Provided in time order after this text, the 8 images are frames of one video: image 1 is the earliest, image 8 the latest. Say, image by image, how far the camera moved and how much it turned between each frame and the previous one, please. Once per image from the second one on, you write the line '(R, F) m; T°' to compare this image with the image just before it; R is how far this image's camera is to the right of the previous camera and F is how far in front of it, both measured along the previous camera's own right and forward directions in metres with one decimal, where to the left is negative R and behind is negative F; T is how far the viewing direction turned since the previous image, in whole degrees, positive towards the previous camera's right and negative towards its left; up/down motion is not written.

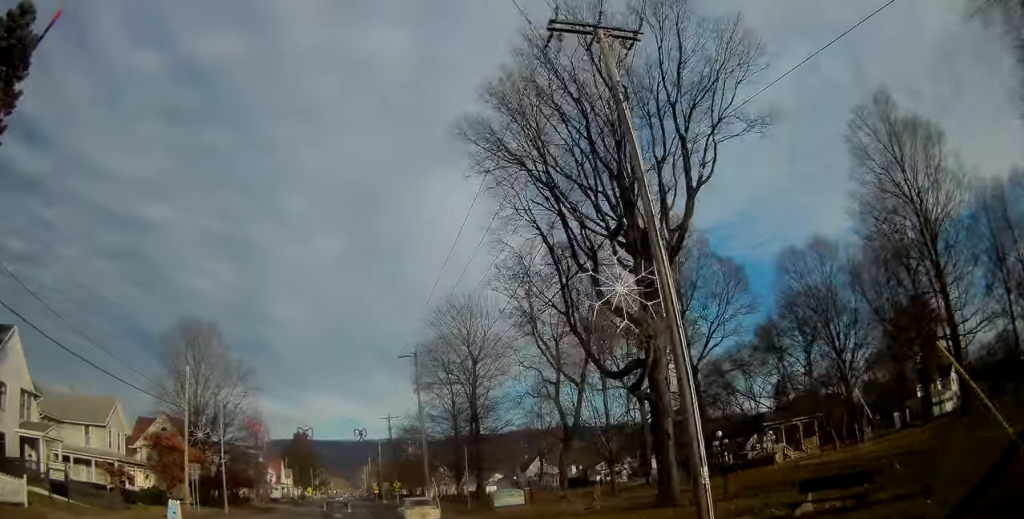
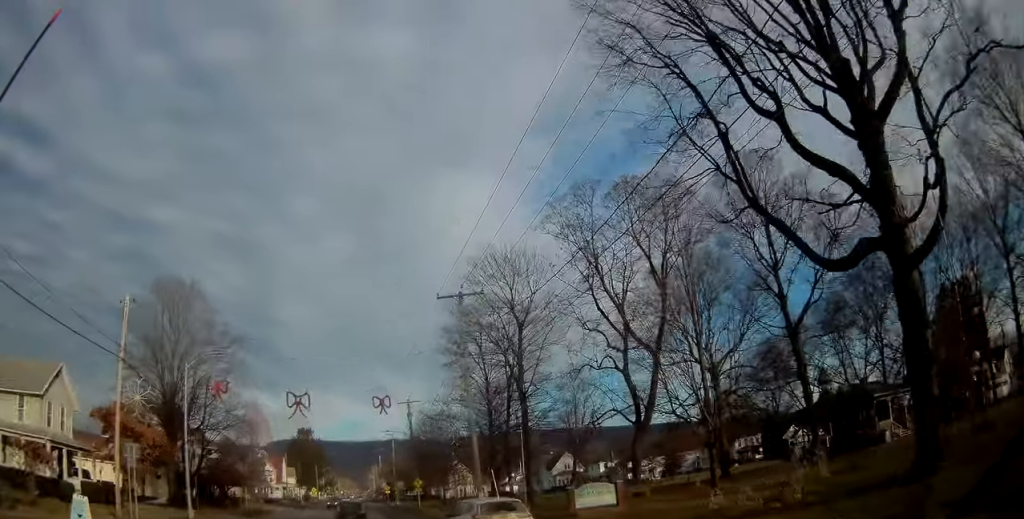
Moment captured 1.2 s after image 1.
(+0.2, +12.3) m; 0°
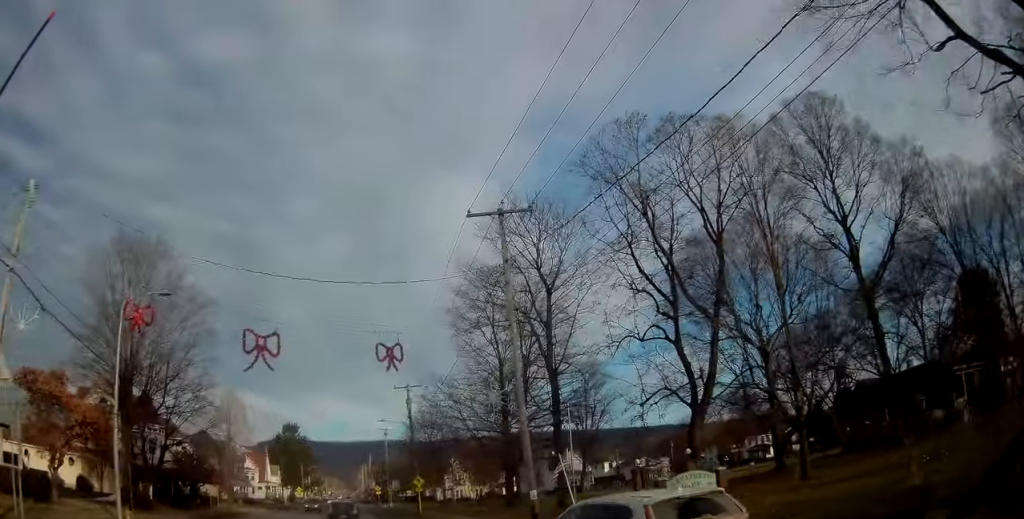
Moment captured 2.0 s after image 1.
(-0.3, +9.1) m; +2°
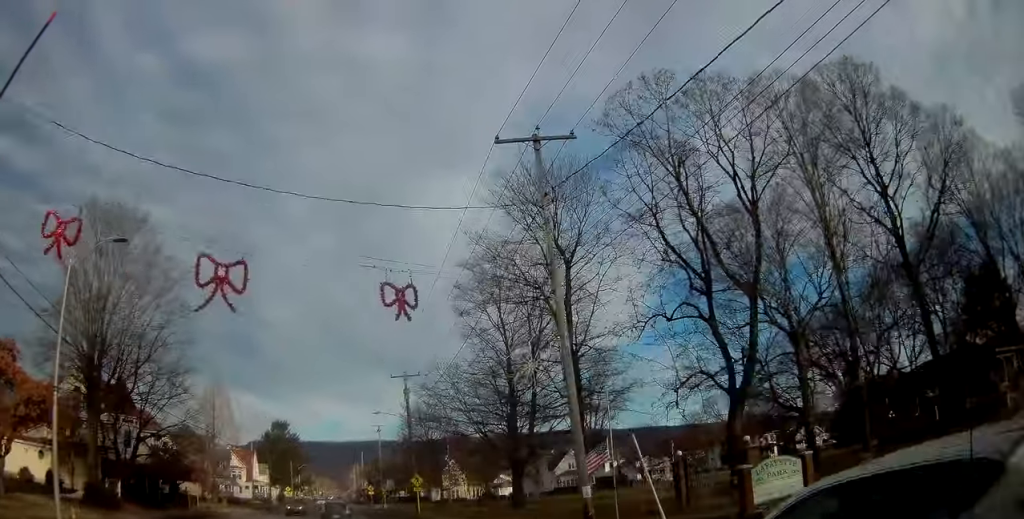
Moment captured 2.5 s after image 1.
(0.0, +4.9) m; +1°
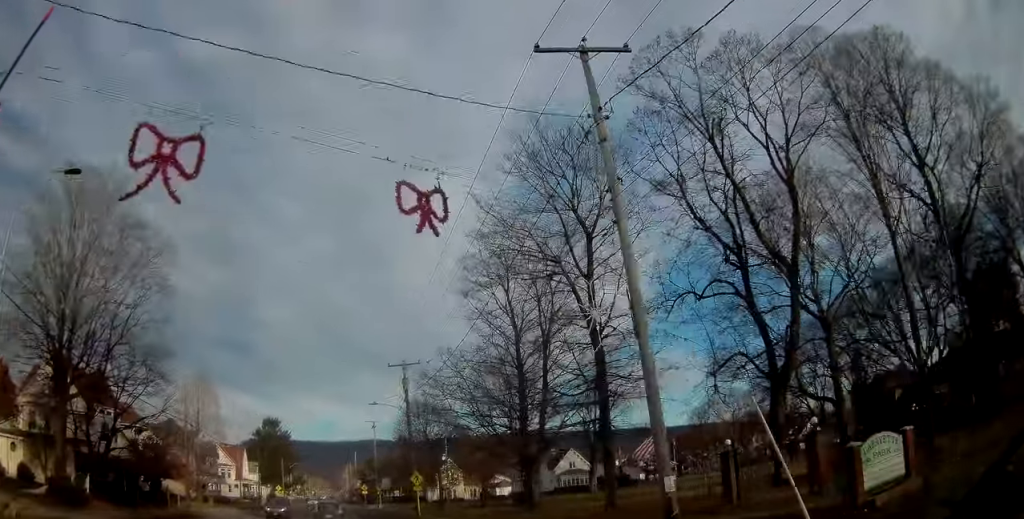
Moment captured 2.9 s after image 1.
(+0.4, +4.2) m; 0°
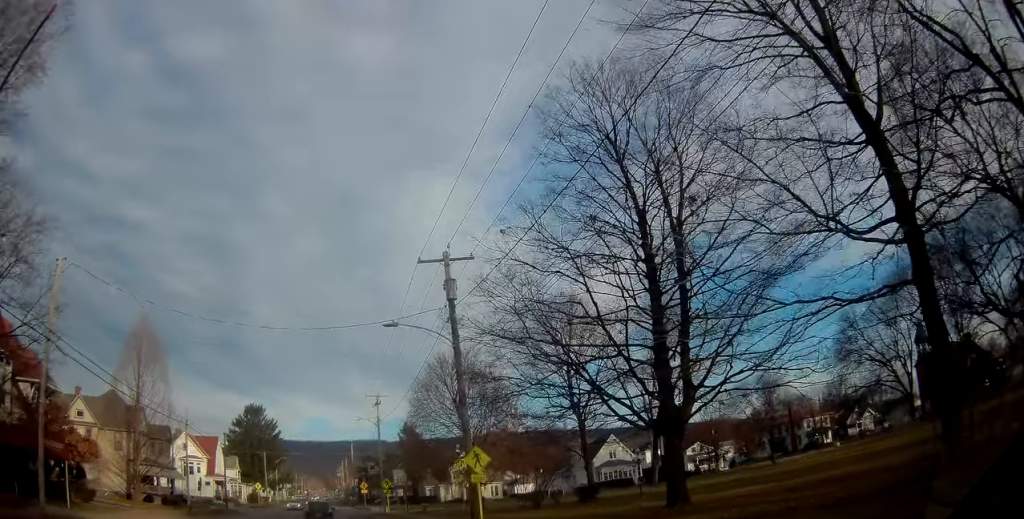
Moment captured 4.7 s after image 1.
(-0.4, +19.5) m; -1°
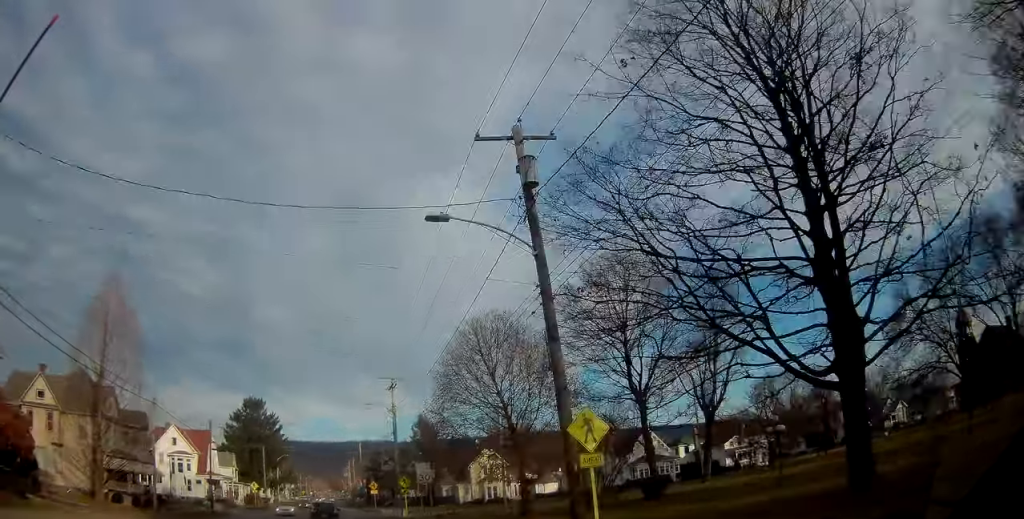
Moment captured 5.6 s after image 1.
(+0.2, +9.2) m; +1°
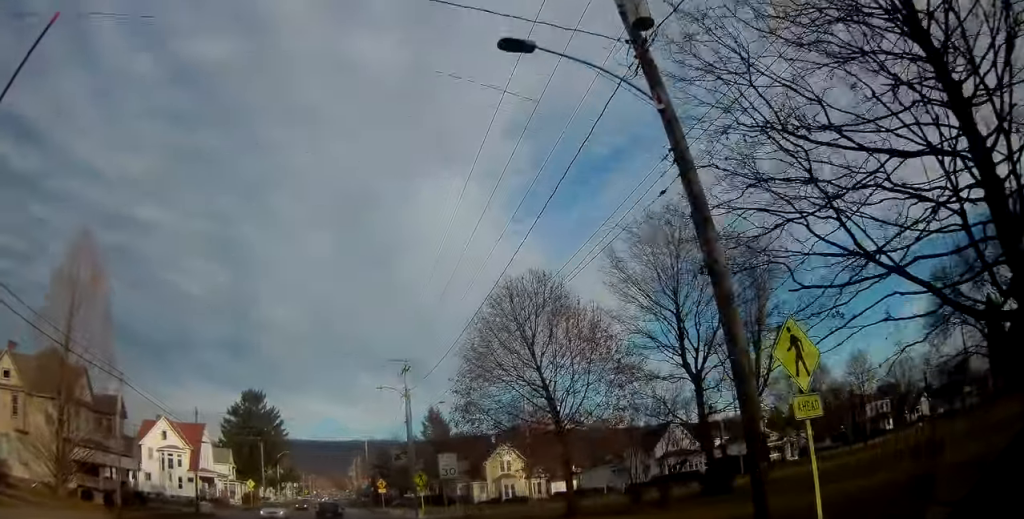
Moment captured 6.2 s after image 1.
(0.0, +6.3) m; 0°
